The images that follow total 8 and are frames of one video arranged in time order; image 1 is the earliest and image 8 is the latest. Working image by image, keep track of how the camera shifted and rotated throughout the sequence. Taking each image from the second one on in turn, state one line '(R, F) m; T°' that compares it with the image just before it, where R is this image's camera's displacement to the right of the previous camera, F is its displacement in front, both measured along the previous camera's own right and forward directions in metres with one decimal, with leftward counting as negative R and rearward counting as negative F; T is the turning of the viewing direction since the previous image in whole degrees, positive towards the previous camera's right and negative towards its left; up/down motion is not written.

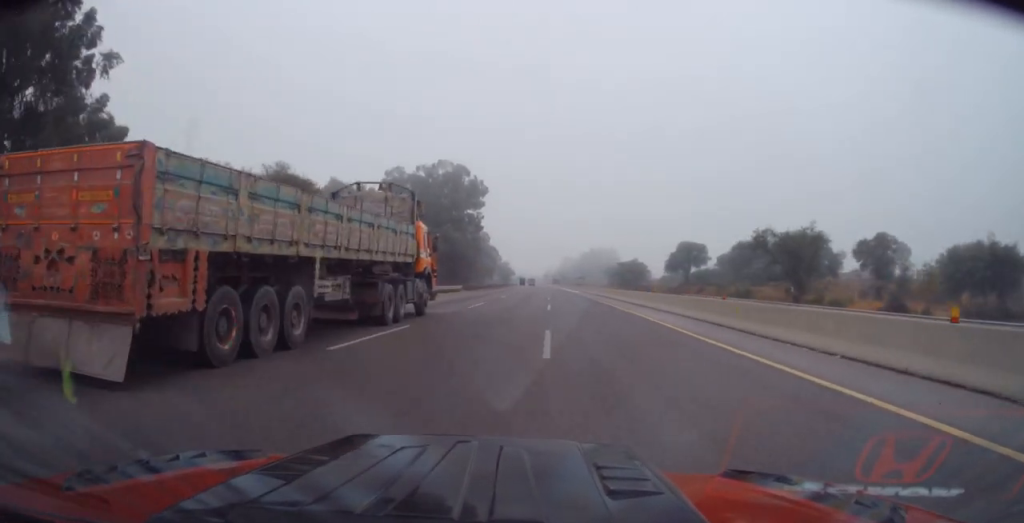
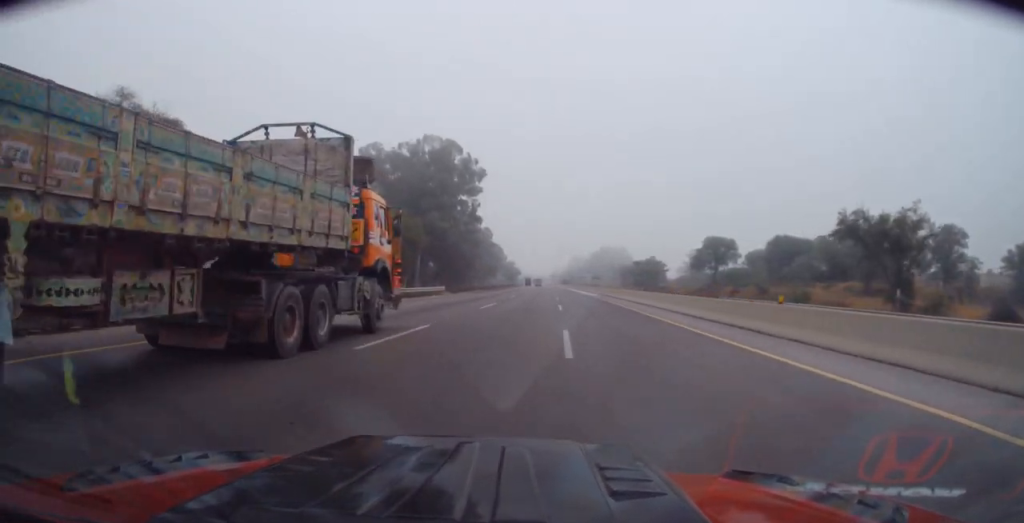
(-0.3, +17.7) m; 0°
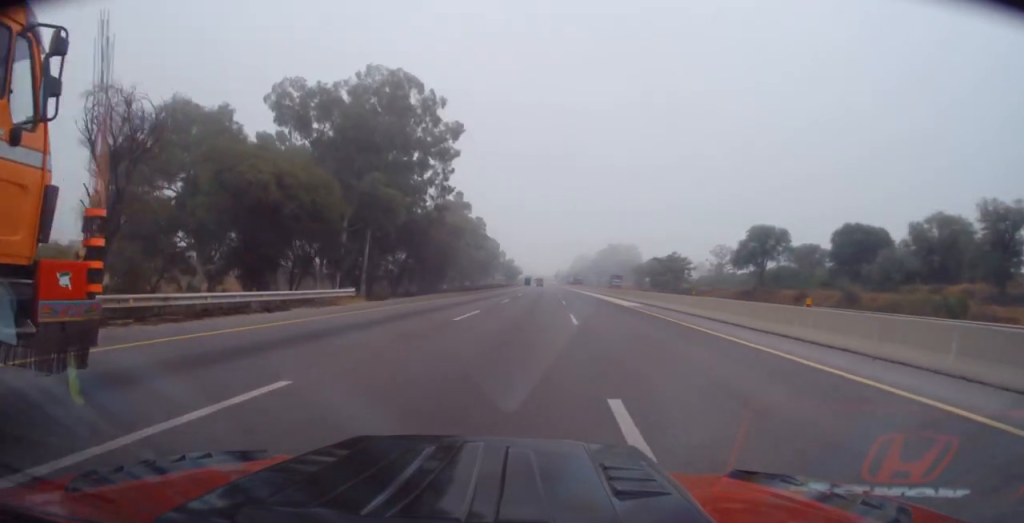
(+0.4, +27.4) m; 0°
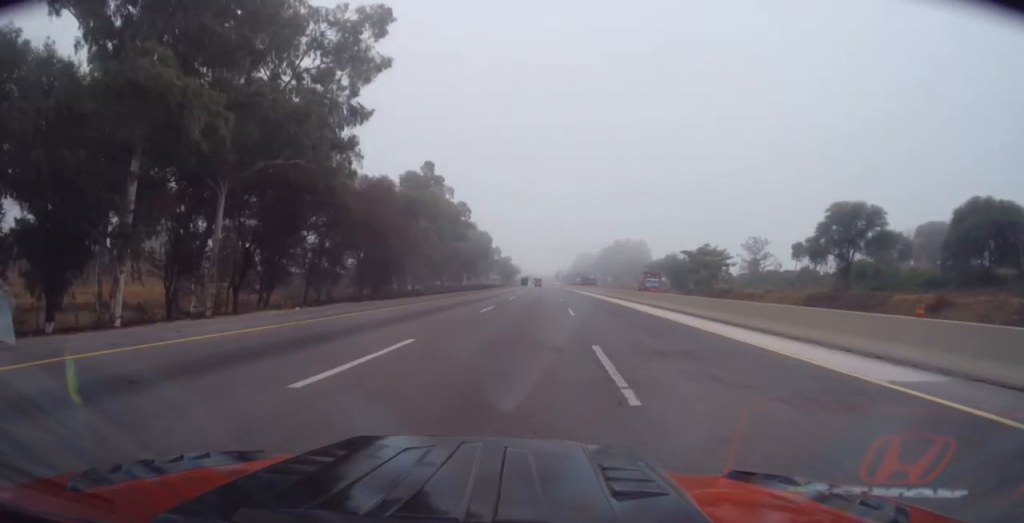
(-0.3, +30.1) m; 0°
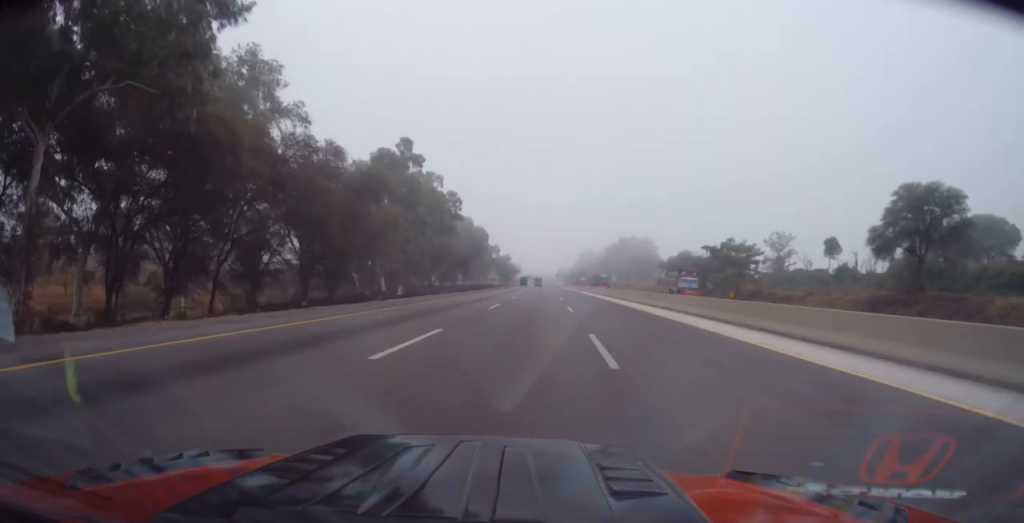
(+0.2, +15.0) m; 0°
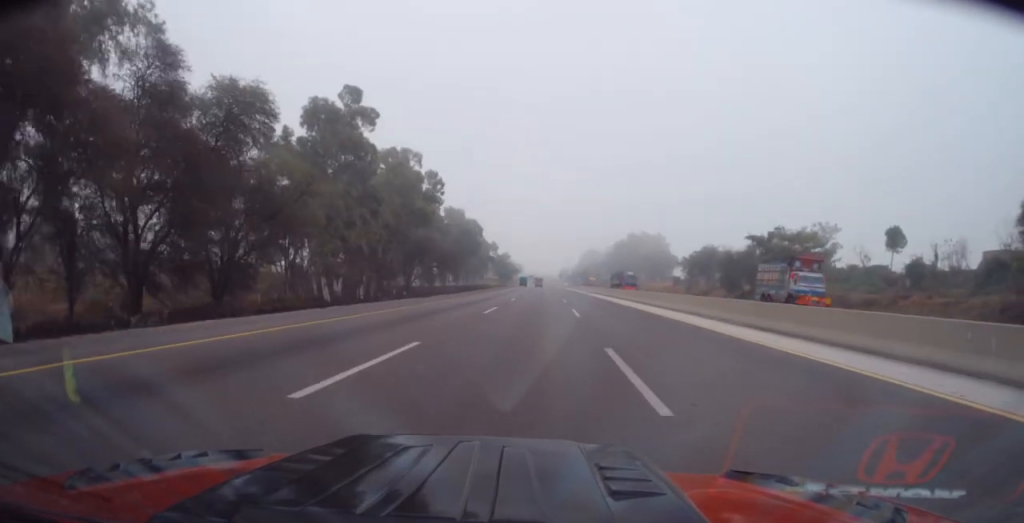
(-0.1, +21.3) m; -1°
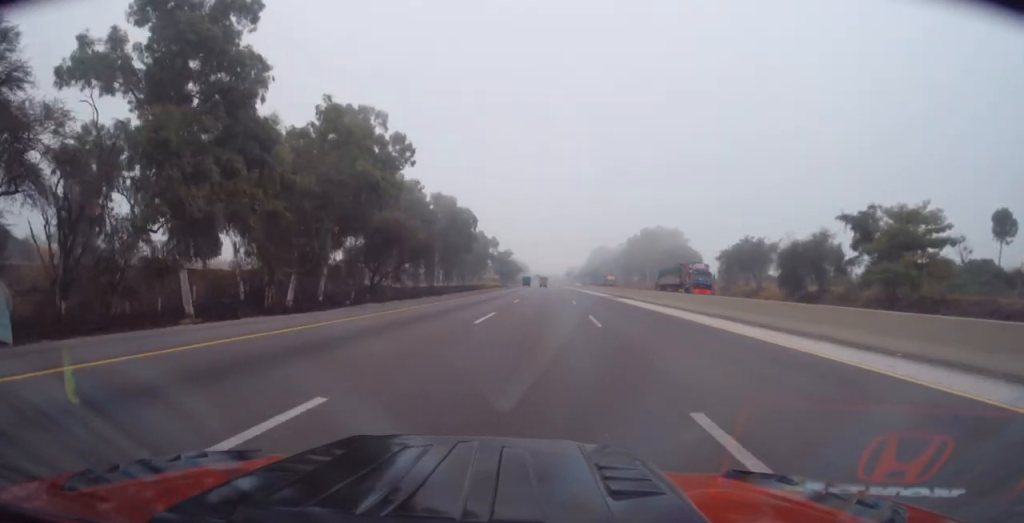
(-0.2, +23.9) m; 0°
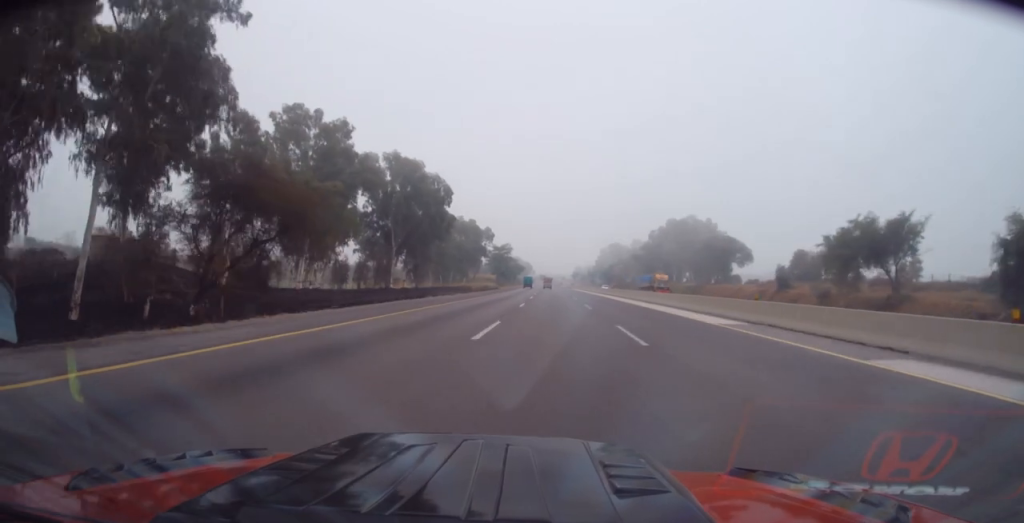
(0.0, +40.8) m; -1°
